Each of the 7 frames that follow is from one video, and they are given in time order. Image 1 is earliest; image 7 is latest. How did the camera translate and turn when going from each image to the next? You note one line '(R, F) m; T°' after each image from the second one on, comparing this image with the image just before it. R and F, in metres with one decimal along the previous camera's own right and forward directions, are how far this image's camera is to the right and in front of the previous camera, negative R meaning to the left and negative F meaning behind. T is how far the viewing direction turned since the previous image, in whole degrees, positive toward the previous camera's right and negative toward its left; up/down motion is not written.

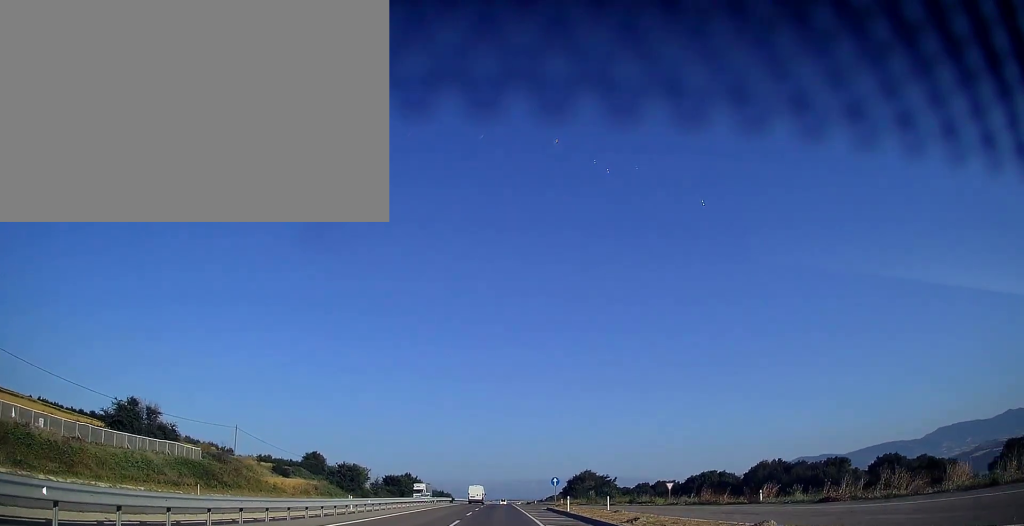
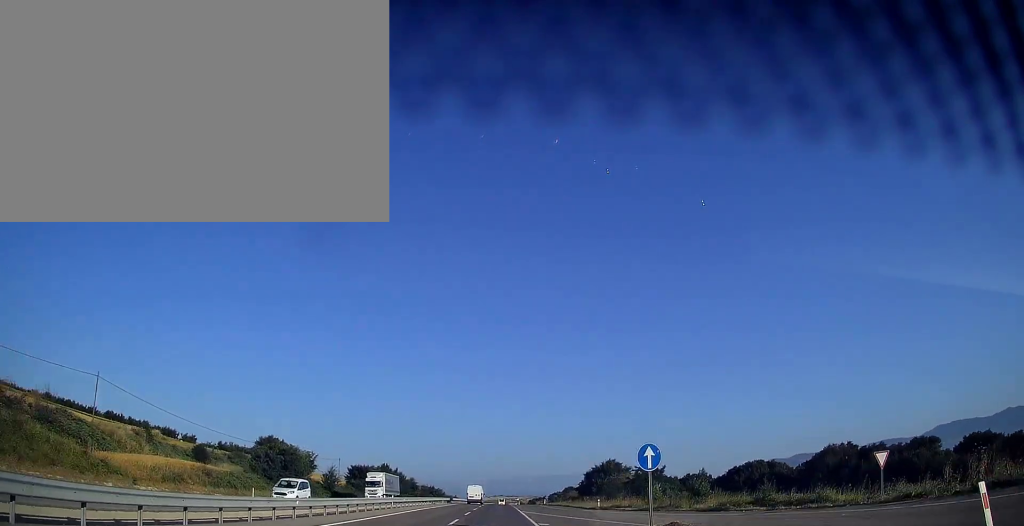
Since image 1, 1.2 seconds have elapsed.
(+0.1, +34.2) m; 0°
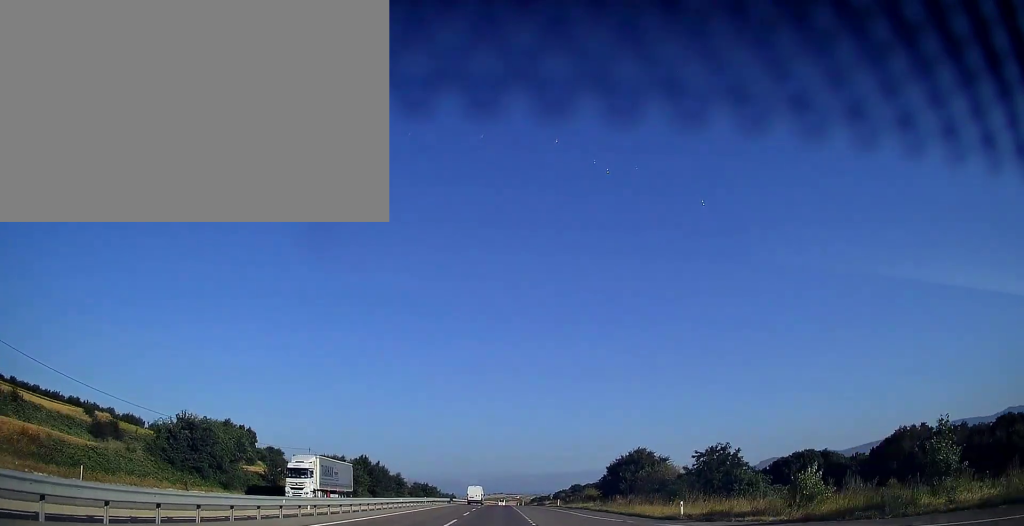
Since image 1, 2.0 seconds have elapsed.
(-0.1, +25.2) m; 0°
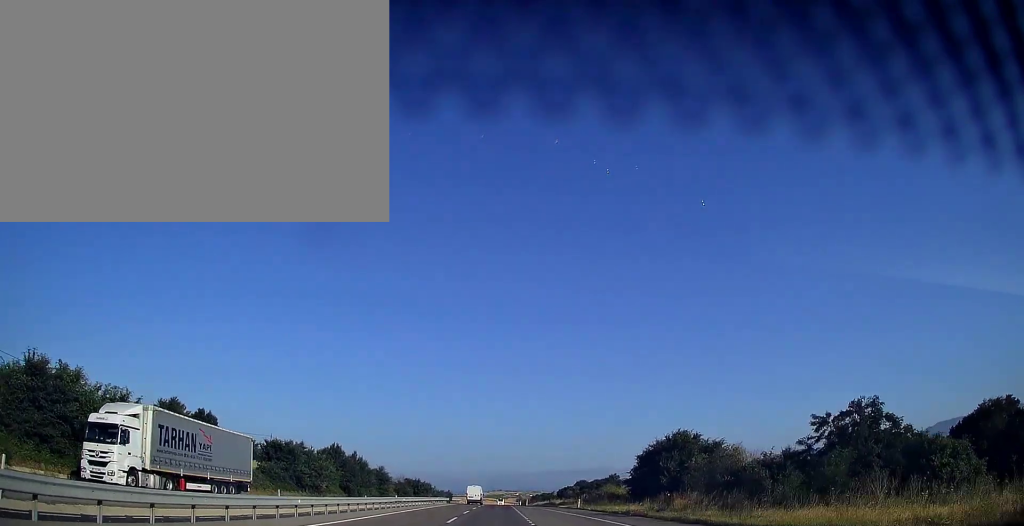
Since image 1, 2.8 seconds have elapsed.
(+0.1, +22.2) m; 0°
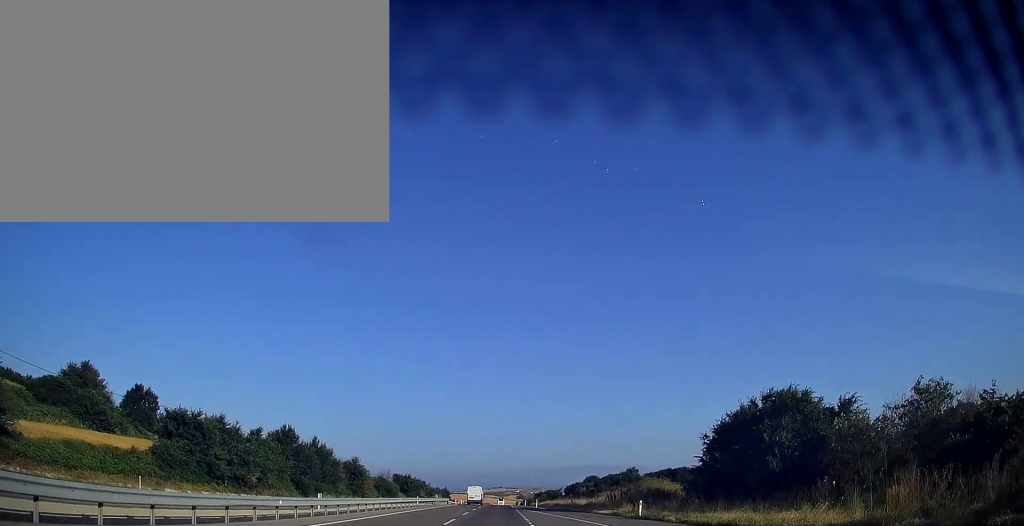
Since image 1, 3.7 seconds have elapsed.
(+0.1, +26.0) m; 0°
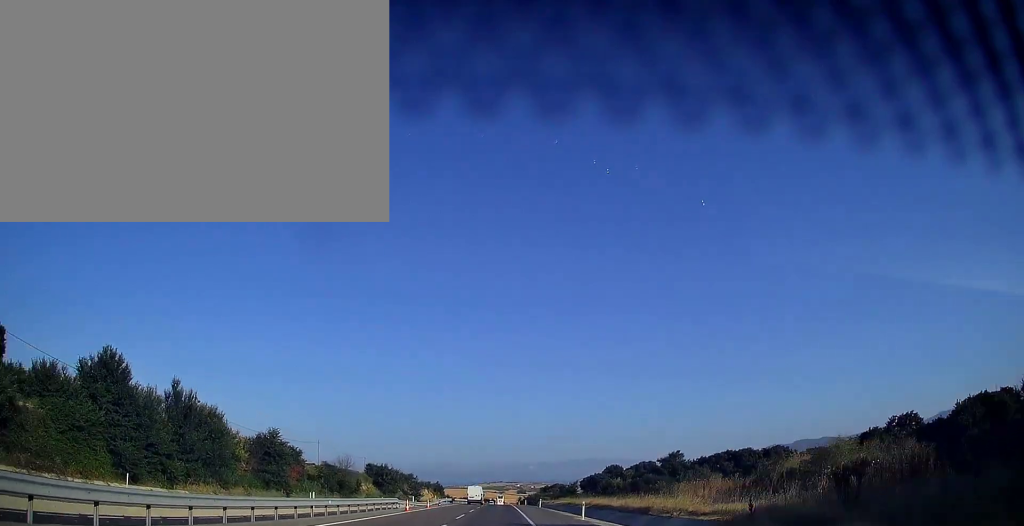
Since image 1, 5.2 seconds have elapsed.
(0.0, +42.3) m; 0°
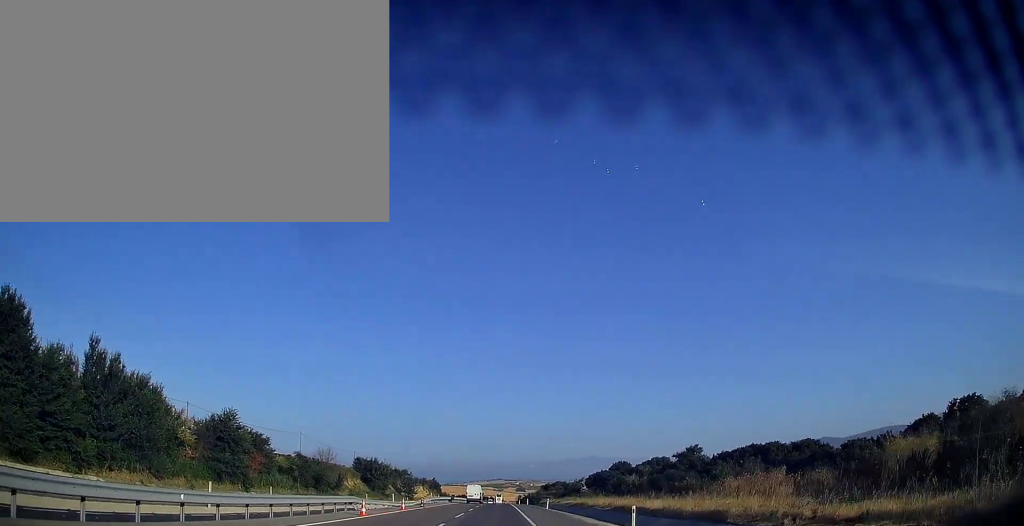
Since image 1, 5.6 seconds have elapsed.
(0.0, +13.5) m; 0°
